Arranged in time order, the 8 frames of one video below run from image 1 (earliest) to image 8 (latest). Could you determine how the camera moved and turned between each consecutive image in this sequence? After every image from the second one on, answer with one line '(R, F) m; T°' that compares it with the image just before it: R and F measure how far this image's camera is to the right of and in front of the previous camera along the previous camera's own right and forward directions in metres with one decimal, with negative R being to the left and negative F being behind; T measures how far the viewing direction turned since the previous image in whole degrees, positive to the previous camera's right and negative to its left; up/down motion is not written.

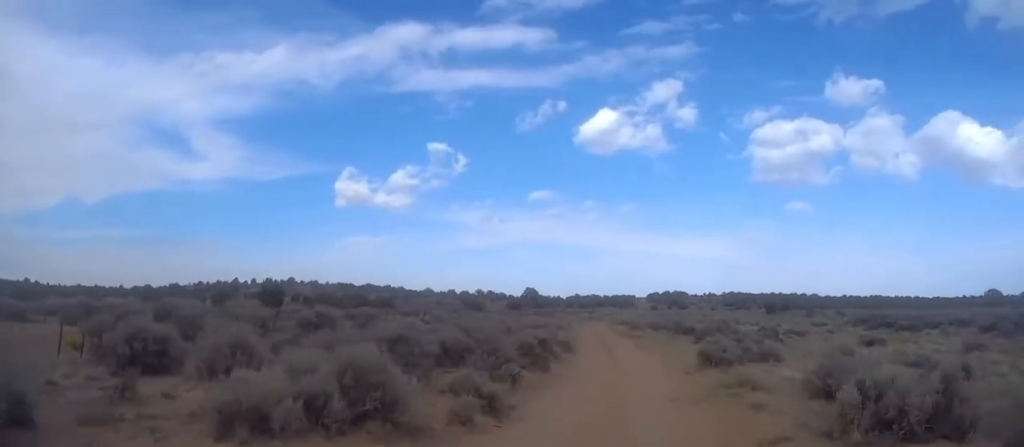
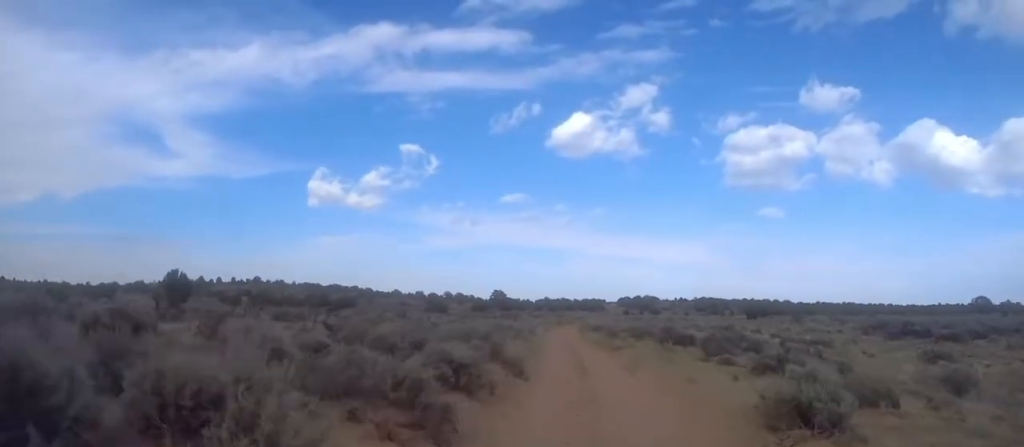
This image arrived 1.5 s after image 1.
(+0.5, +10.5) m; +3°
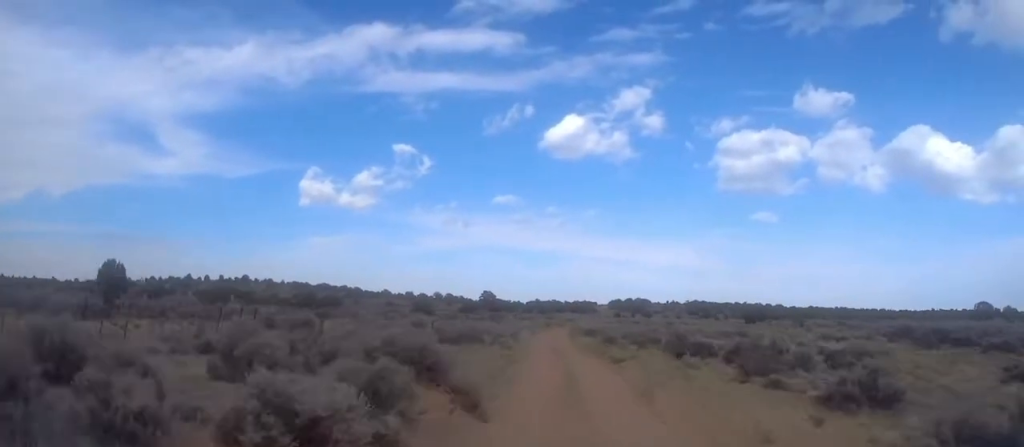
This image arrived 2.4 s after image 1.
(+0.1, +6.7) m; 0°
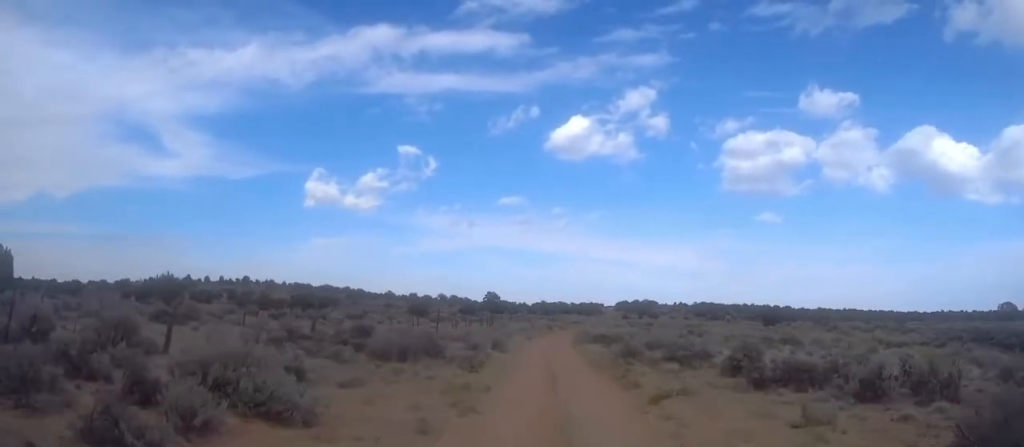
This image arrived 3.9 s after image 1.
(0.0, +10.6) m; -1°
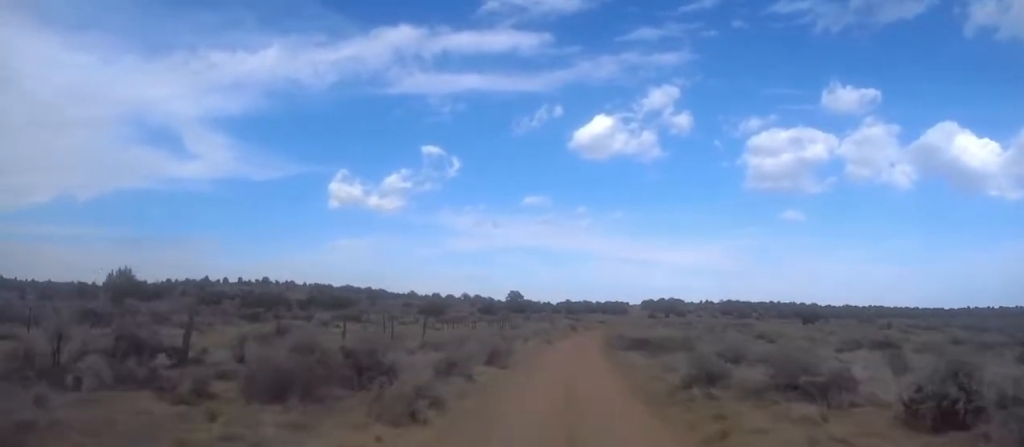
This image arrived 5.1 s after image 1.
(0.0, +9.2) m; -1°
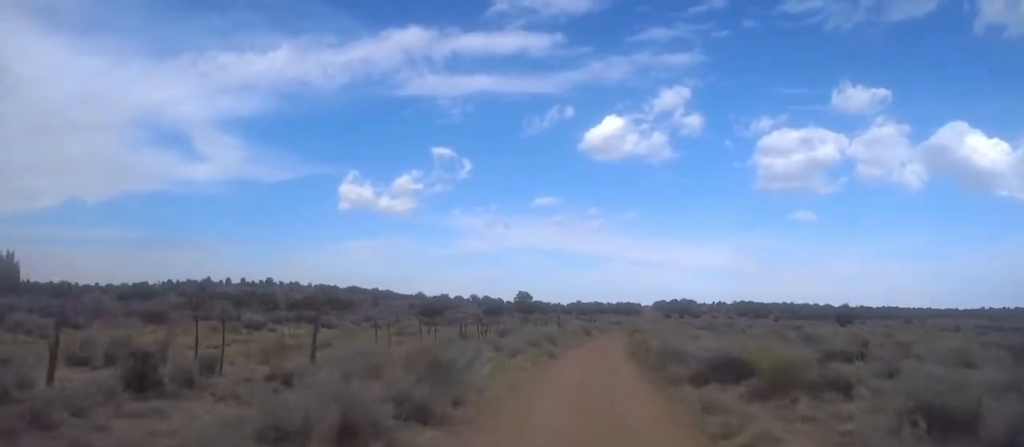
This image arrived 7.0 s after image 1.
(-0.4, +13.5) m; 0°
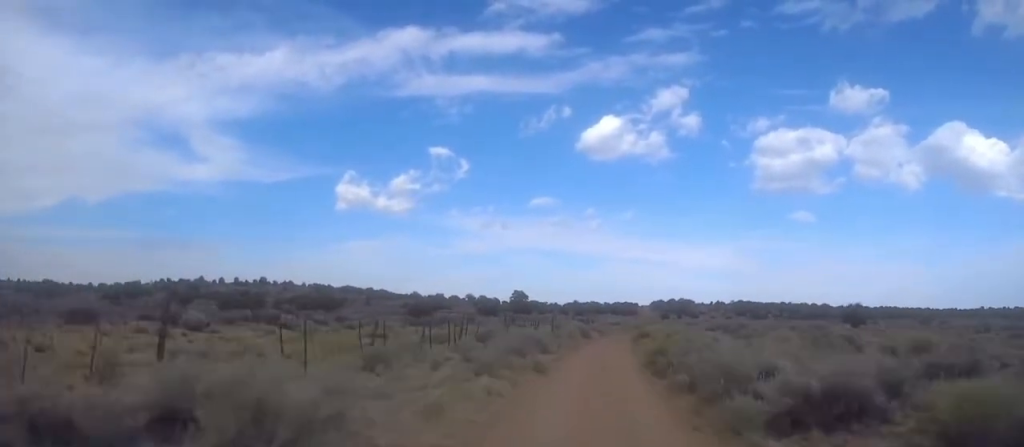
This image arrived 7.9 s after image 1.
(+0.2, +6.3) m; 0°
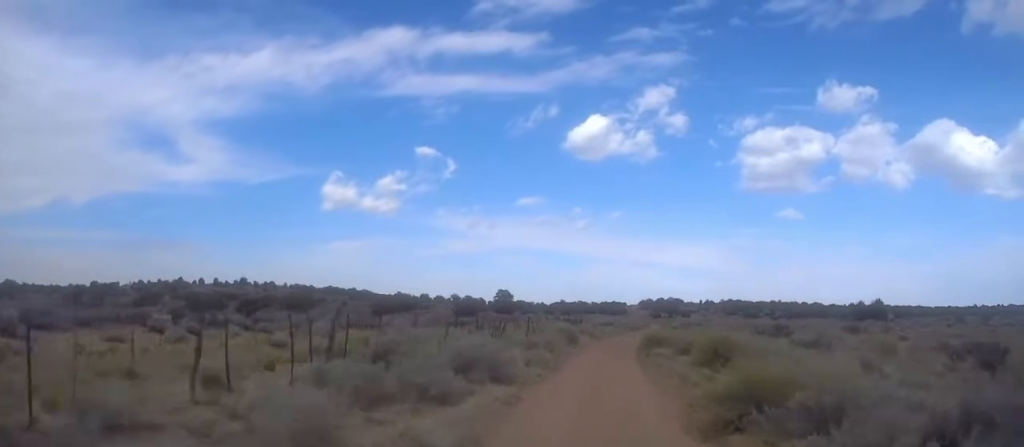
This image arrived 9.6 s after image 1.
(+0.1, +12.5) m; +1°
